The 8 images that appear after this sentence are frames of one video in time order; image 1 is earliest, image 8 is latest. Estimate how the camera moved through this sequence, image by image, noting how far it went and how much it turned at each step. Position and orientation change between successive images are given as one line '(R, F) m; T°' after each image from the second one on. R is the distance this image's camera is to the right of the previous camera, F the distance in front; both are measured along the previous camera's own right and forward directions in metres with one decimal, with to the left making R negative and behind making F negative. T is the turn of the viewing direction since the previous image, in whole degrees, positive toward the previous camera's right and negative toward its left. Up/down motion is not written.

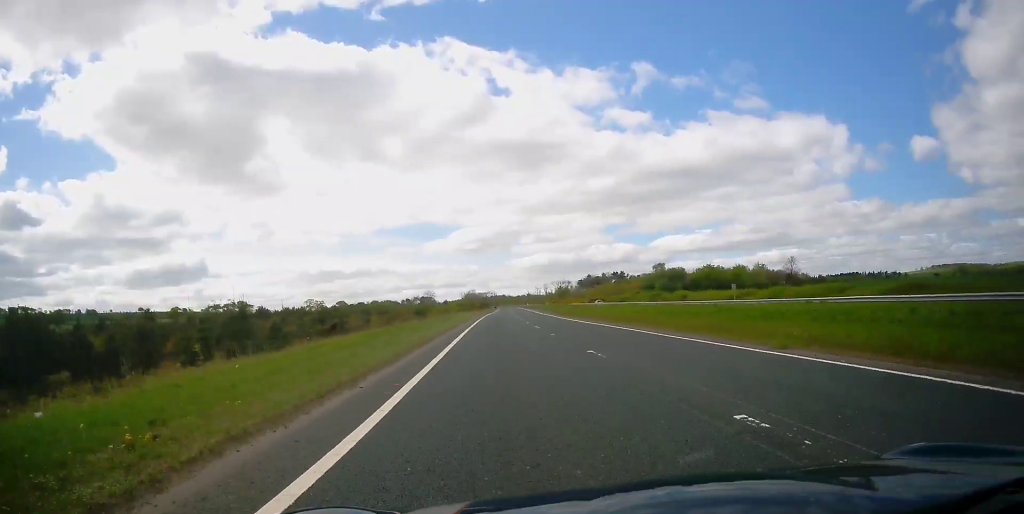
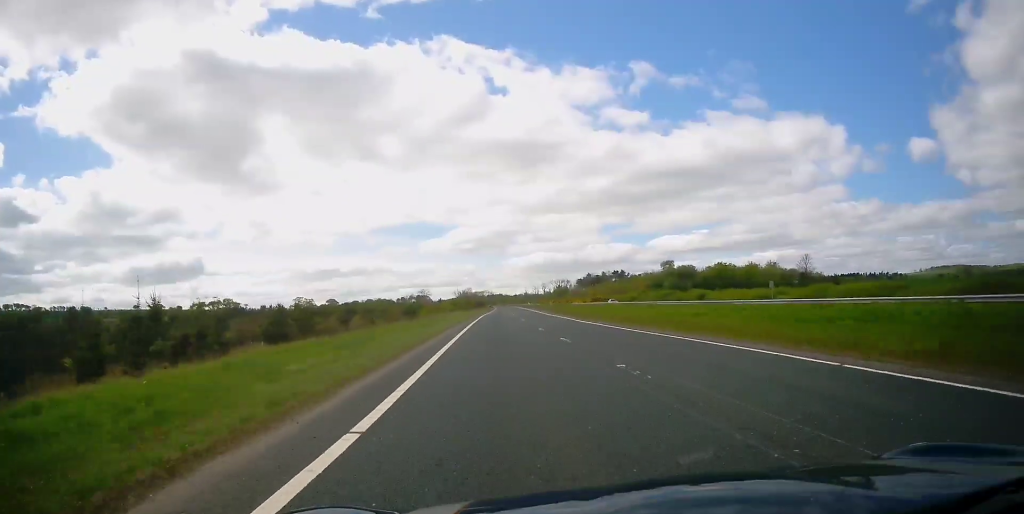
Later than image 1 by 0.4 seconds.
(0.0, +12.9) m; 0°
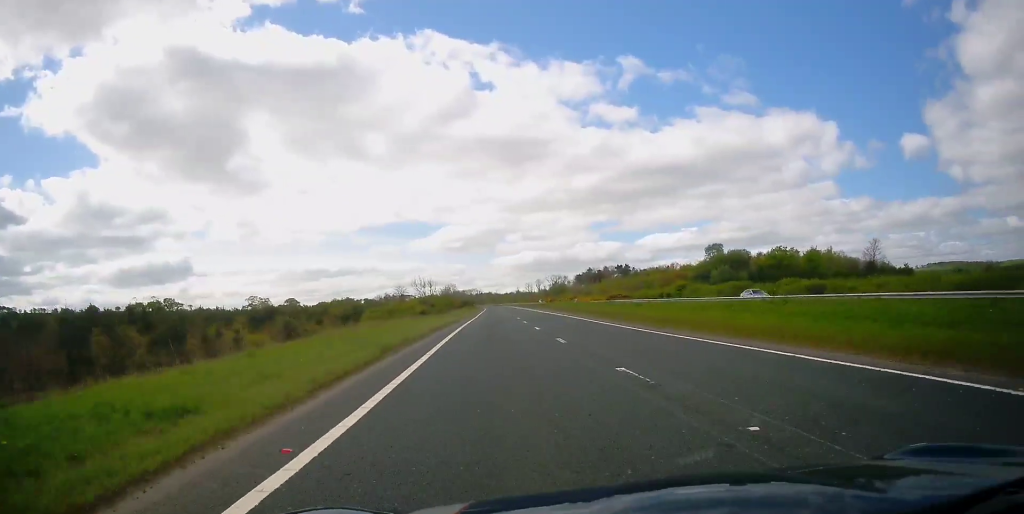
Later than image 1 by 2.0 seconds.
(0.0, +45.7) m; 0°
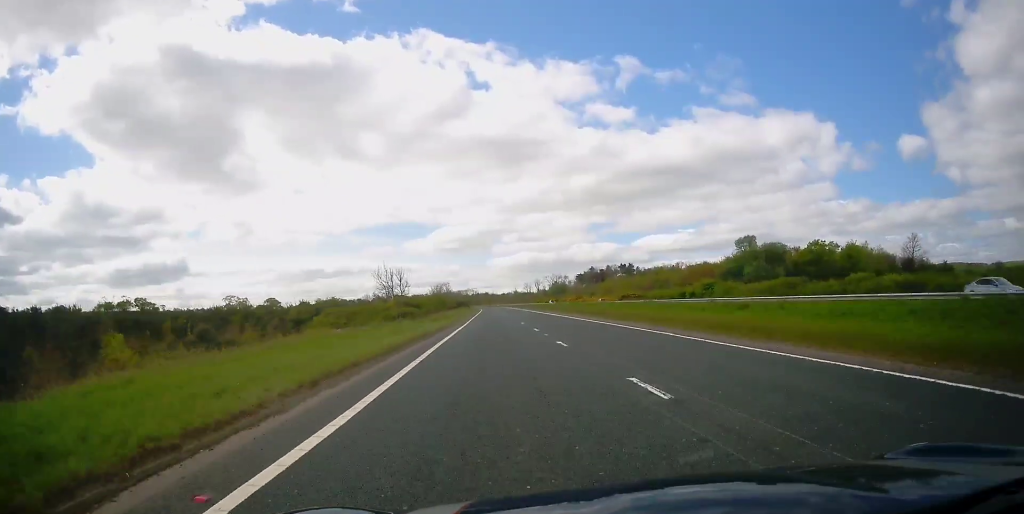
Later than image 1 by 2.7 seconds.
(+0.2, +19.8) m; +1°
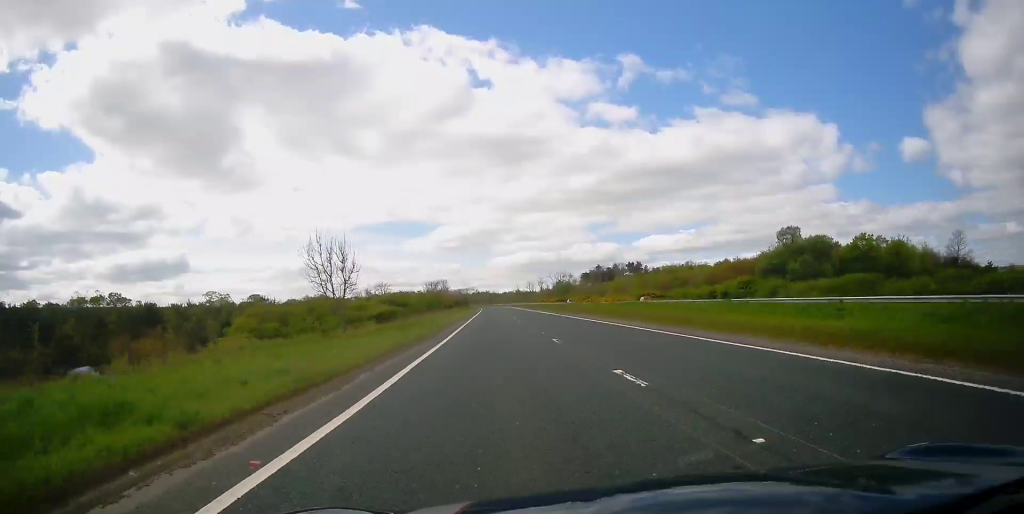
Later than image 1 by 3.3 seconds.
(+0.1, +17.4) m; +1°
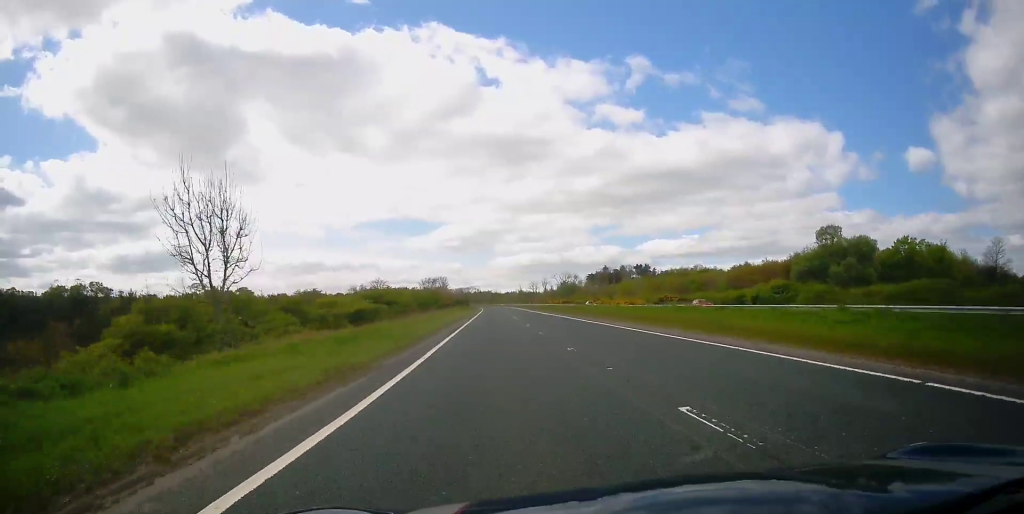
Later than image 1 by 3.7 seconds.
(+0.1, +12.6) m; 0°
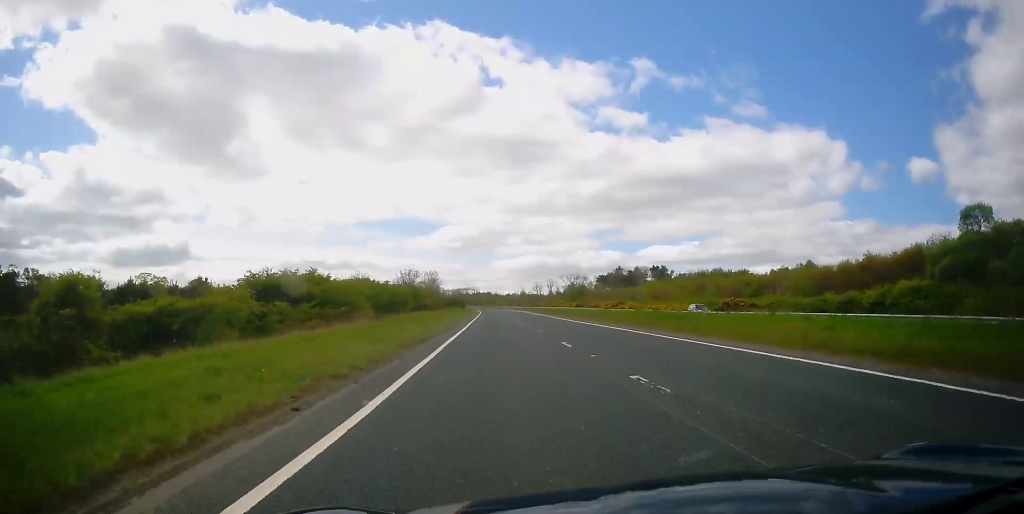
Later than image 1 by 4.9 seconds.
(0.0, +33.2) m; 0°
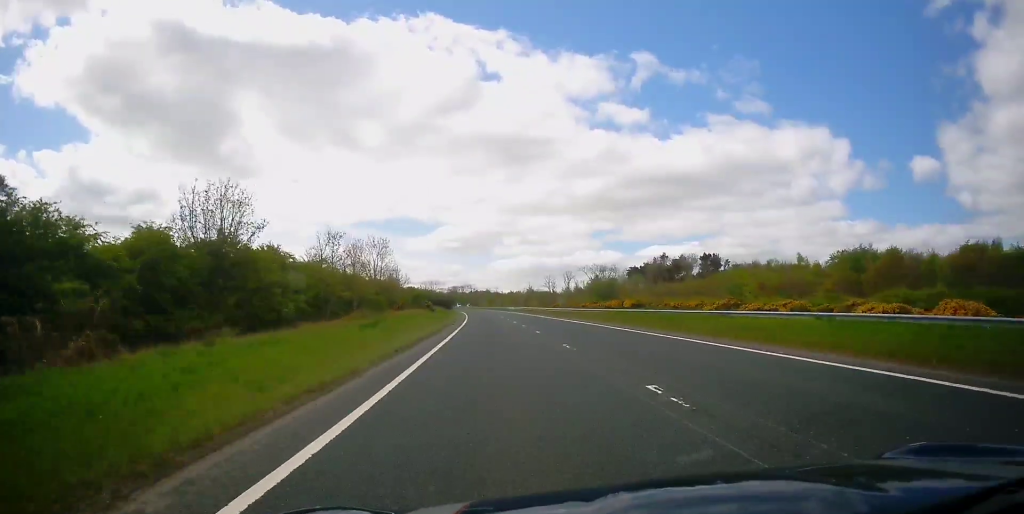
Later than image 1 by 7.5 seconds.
(+0.3, +73.2) m; 0°
